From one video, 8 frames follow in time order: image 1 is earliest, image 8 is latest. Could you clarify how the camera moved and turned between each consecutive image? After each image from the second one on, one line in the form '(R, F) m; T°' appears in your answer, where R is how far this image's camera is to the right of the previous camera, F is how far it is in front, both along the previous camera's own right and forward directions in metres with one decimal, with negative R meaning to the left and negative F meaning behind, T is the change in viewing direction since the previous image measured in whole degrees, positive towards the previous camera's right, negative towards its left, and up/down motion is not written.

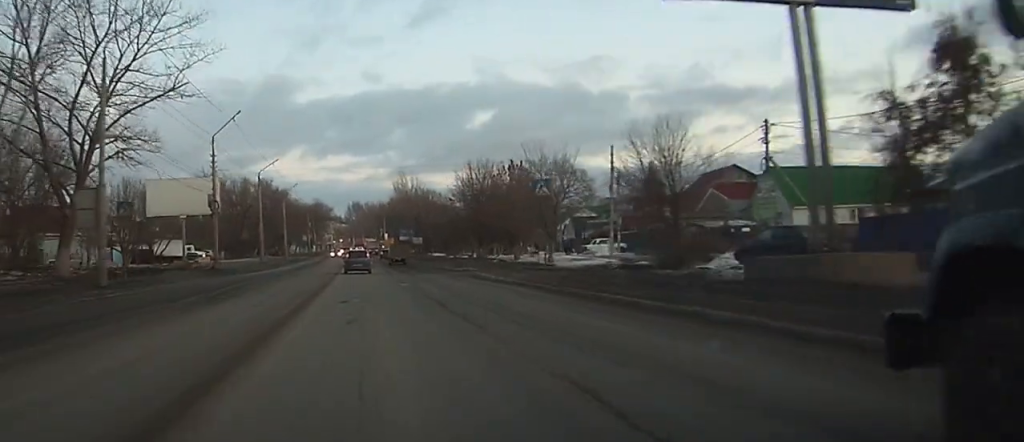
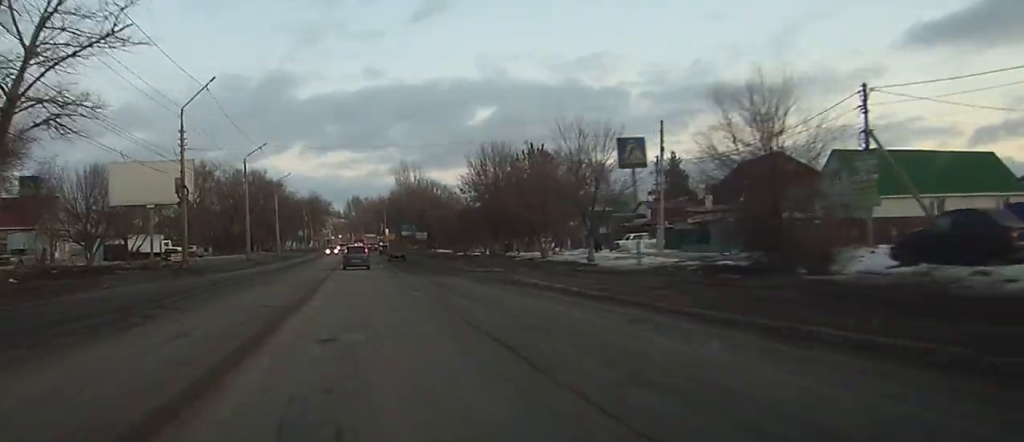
(0.0, +10.7) m; 0°
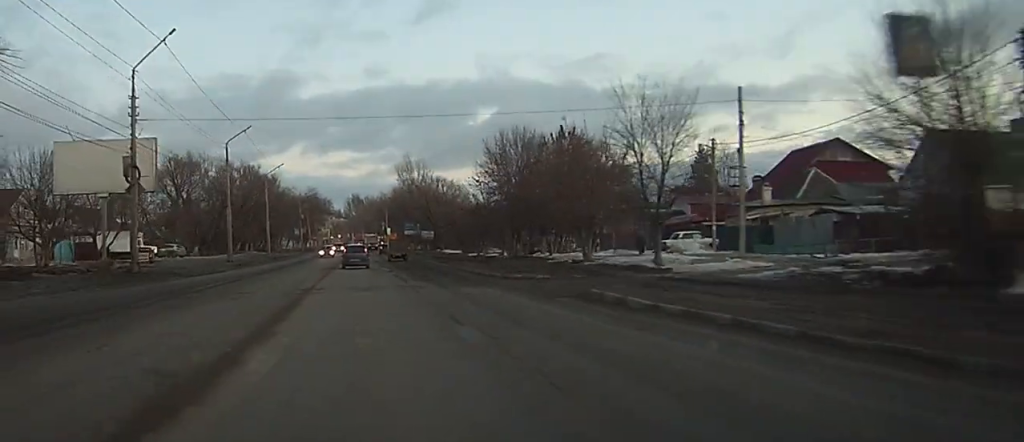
(0.0, +11.3) m; 0°
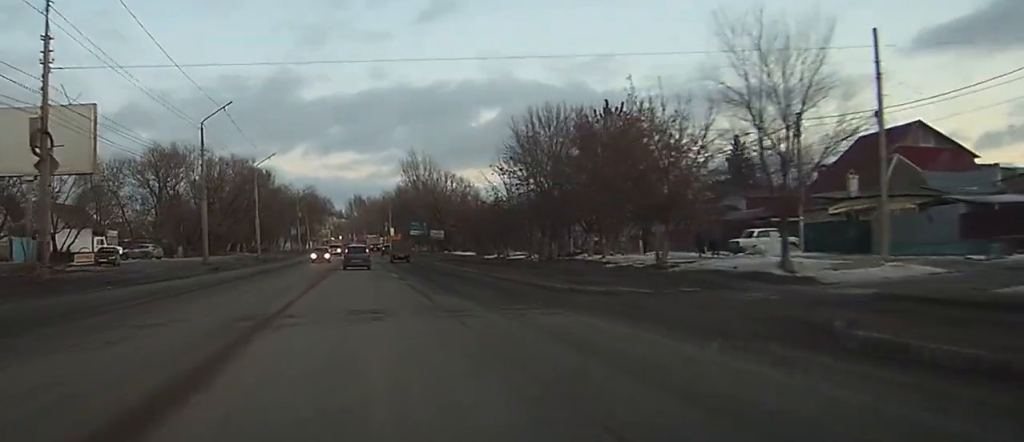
(0.0, +11.8) m; 0°
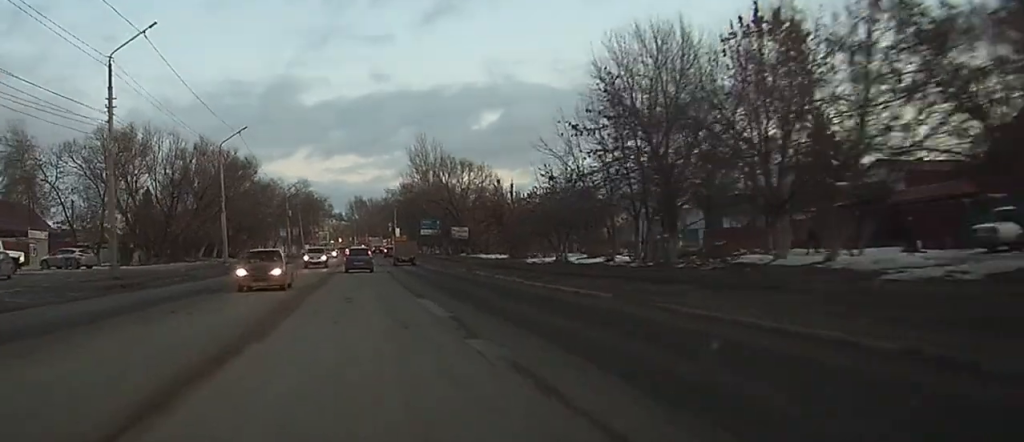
(+0.1, +21.6) m; +1°
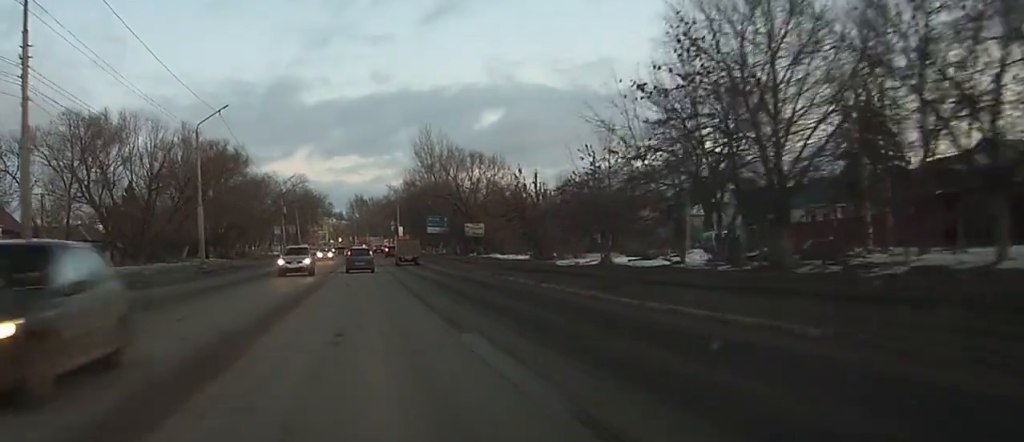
(+0.1, +9.8) m; 0°
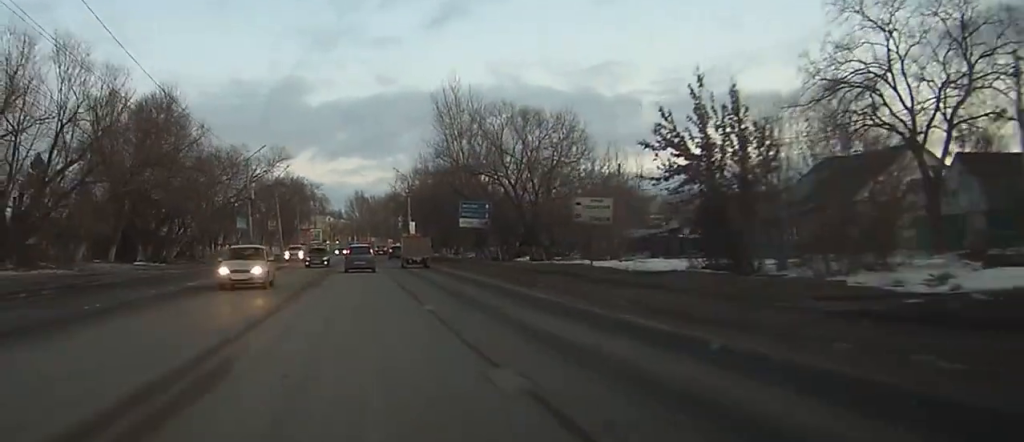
(-0.1, +34.4) m; 0°
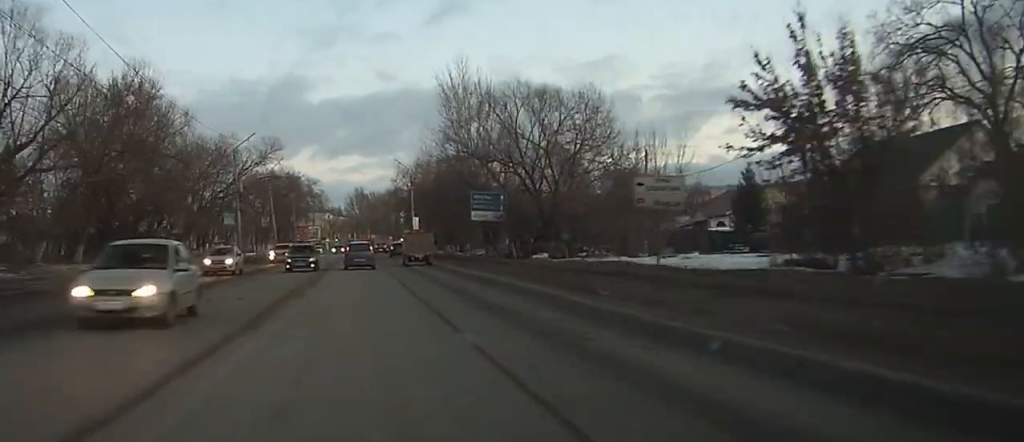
(0.0, +7.5) m; 0°
